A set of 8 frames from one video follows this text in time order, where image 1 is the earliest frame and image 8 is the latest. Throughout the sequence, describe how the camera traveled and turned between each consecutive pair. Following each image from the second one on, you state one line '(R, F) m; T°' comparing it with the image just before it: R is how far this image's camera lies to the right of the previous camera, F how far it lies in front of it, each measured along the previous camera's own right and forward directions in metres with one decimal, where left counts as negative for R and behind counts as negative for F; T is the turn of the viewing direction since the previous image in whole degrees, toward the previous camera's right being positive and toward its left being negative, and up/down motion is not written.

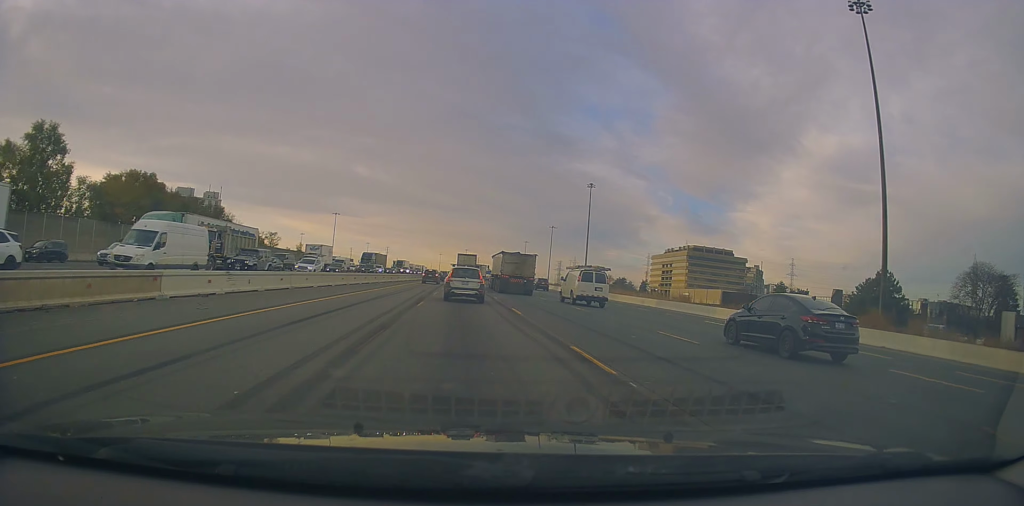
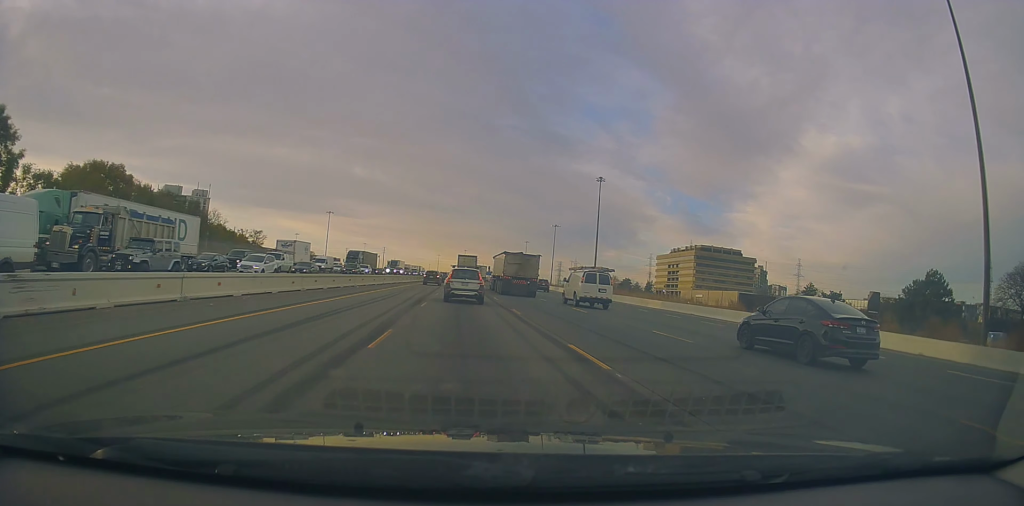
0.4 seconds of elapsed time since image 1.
(+0.1, +11.7) m; 0°
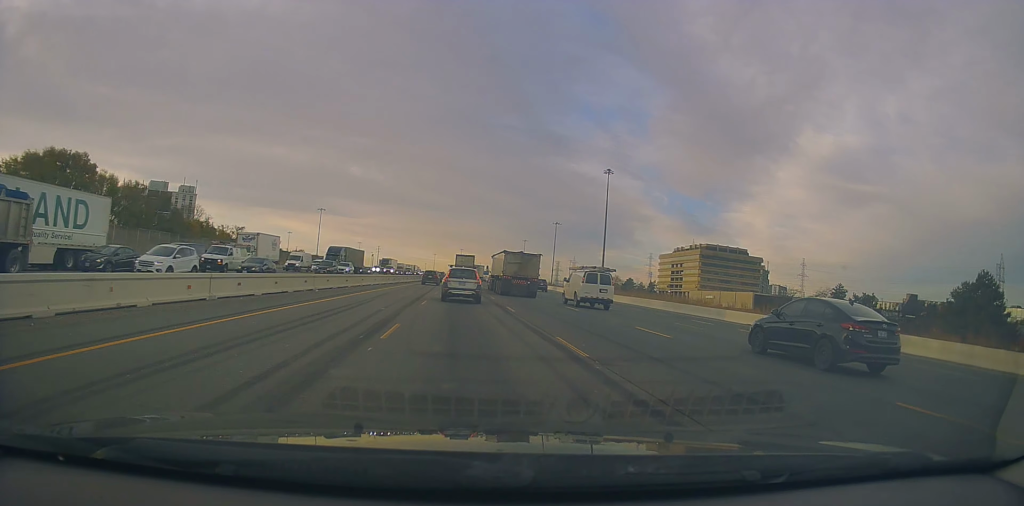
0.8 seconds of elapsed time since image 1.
(+0.1, +10.6) m; 0°
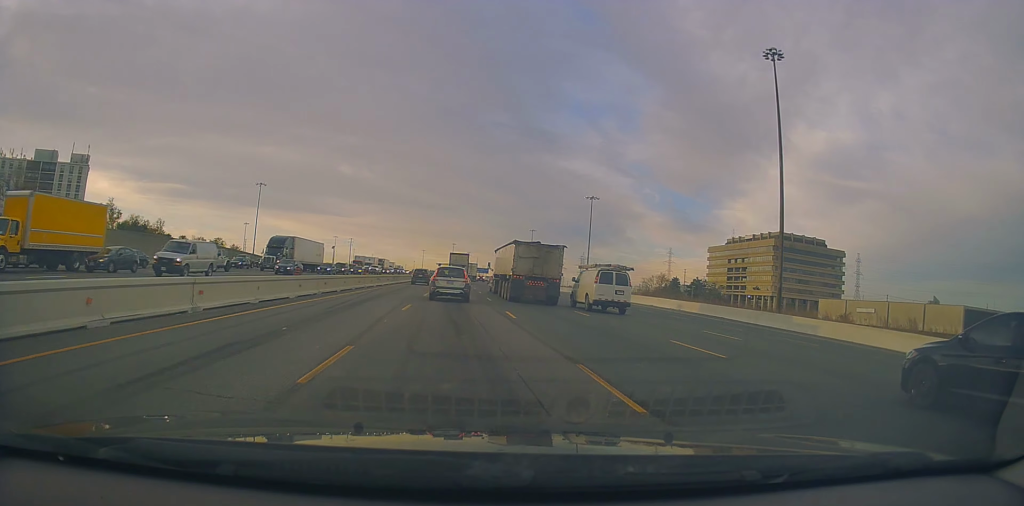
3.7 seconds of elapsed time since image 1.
(+0.8, +74.9) m; +2°
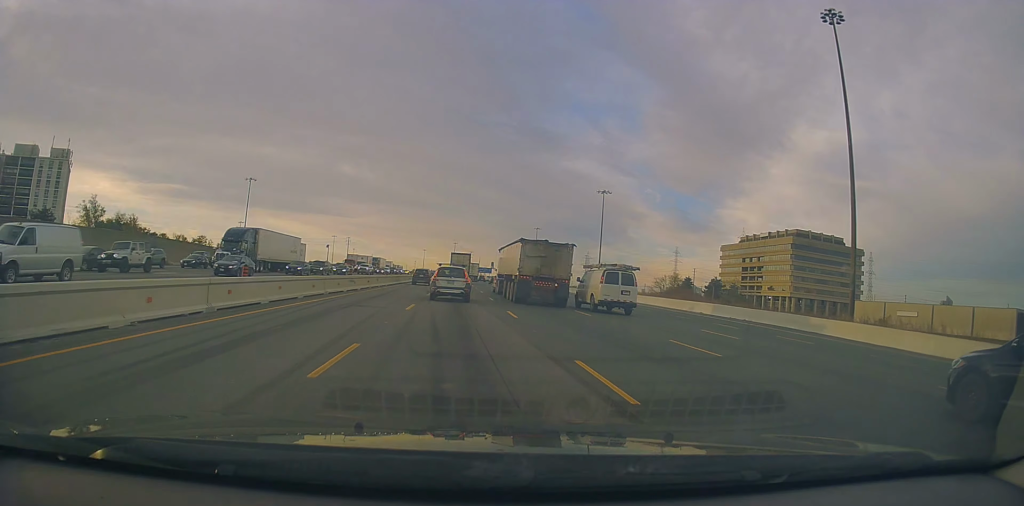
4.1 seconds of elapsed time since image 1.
(+0.1, +11.5) m; 0°
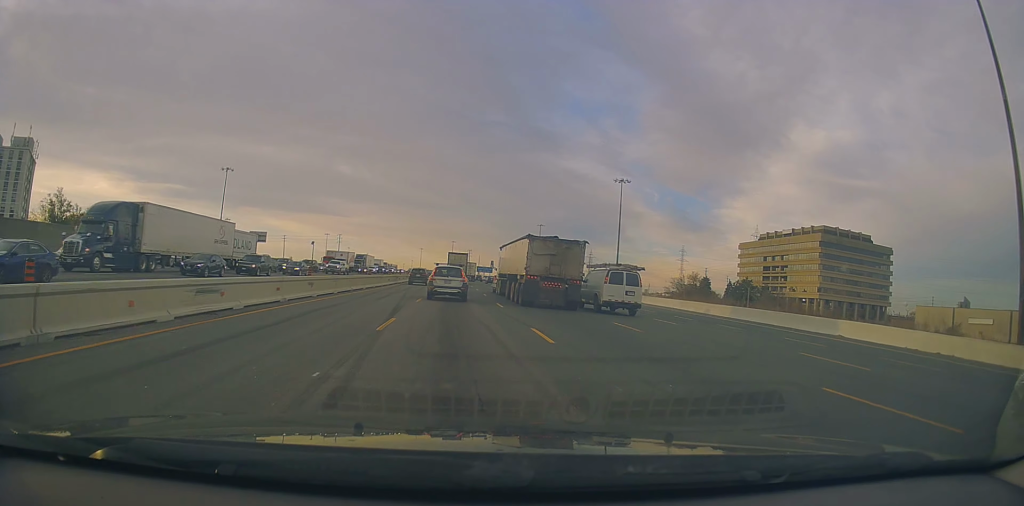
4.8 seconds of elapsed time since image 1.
(-0.4, +19.1) m; -1°
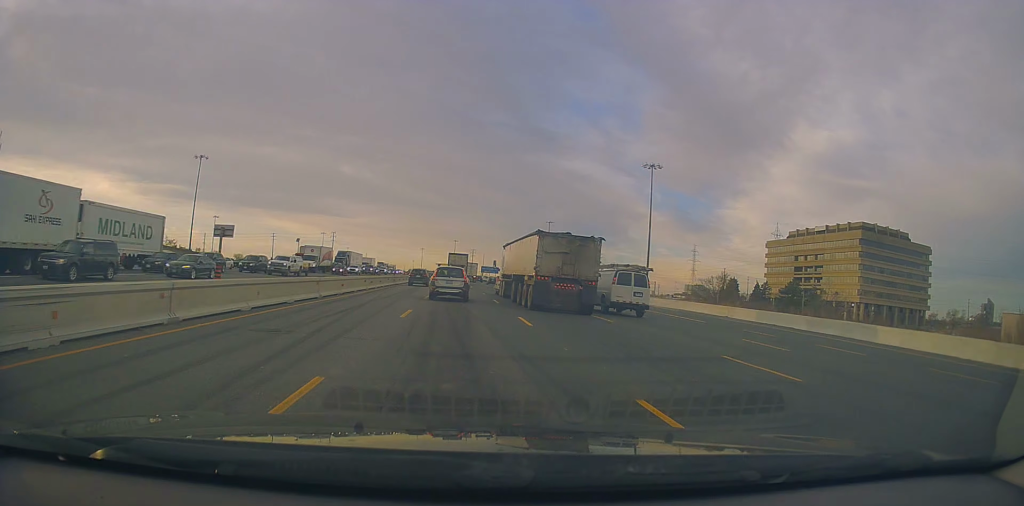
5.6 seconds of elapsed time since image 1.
(+0.1, +19.8) m; 0°
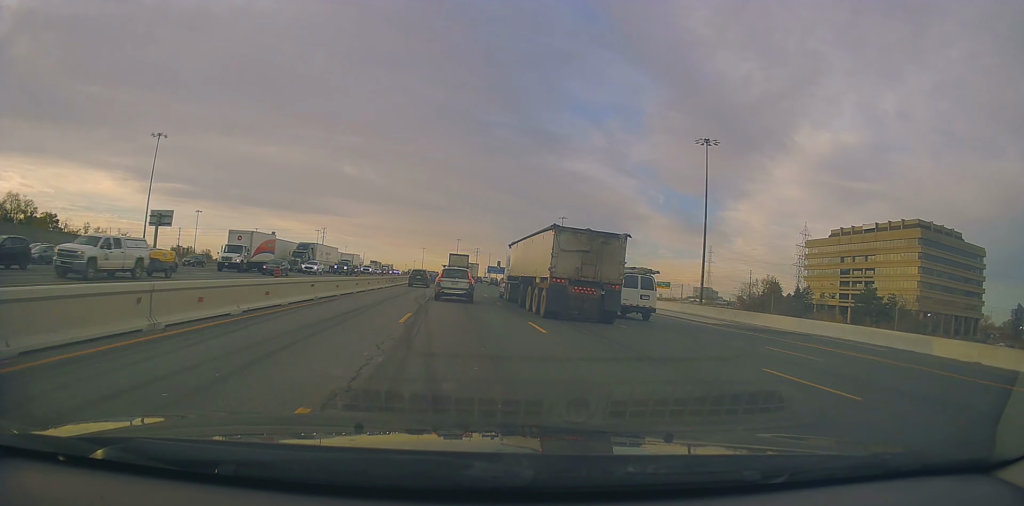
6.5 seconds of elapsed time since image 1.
(+0.1, +25.3) m; 0°
